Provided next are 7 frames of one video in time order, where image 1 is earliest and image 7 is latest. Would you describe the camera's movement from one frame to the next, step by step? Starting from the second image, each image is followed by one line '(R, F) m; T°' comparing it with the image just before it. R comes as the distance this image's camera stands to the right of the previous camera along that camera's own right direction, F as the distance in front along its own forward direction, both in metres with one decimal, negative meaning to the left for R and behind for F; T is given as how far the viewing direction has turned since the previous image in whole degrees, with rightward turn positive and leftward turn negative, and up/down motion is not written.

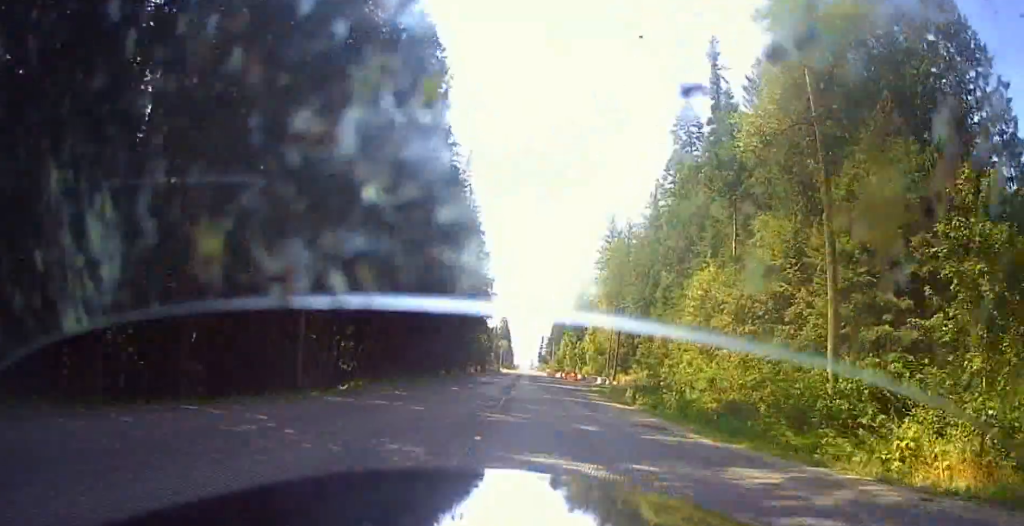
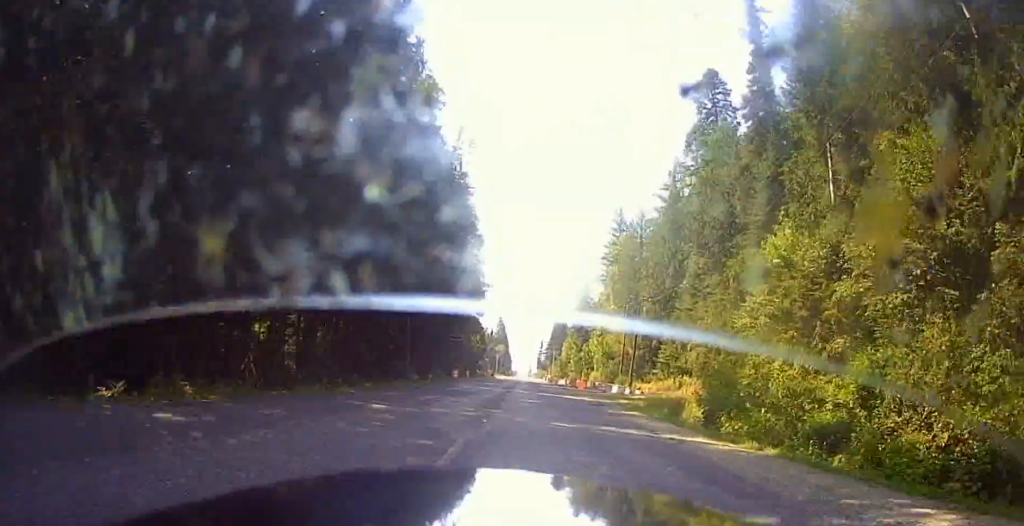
(+0.6, +15.2) m; 0°
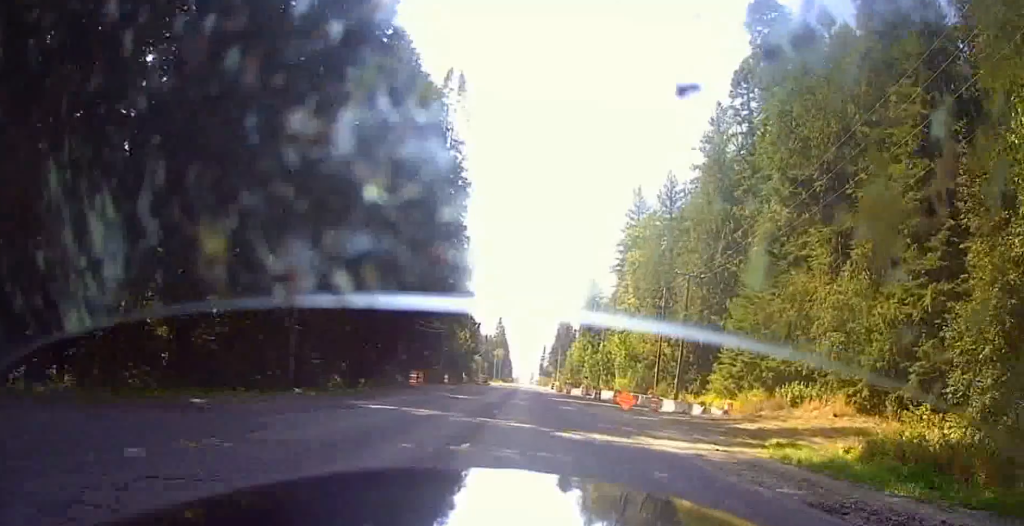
(-0.9, +22.4) m; -2°
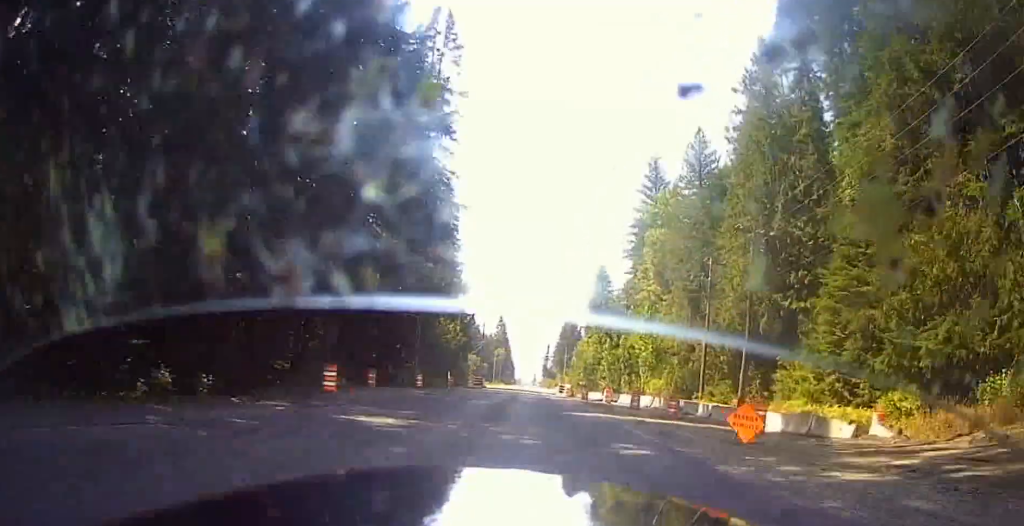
(0.0, +15.8) m; 0°
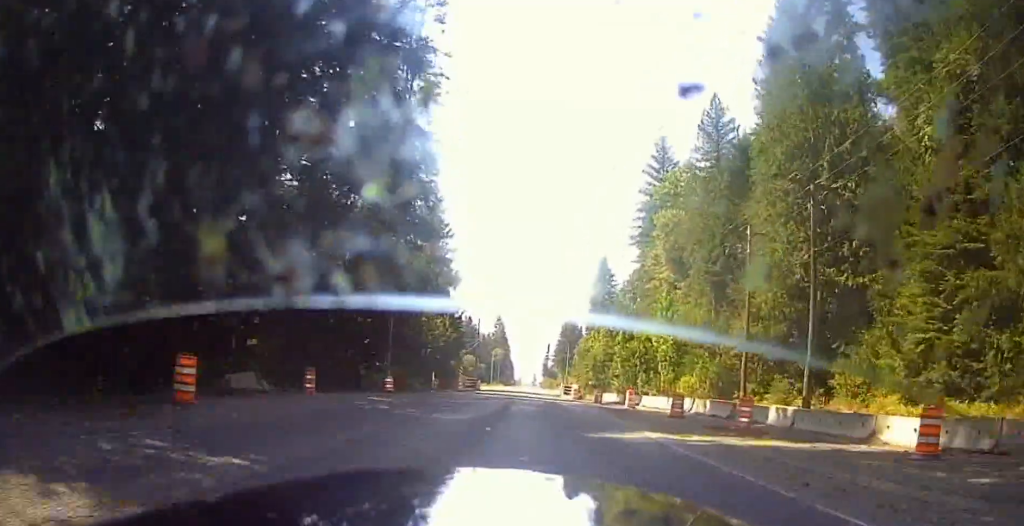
(0.0, +9.4) m; 0°
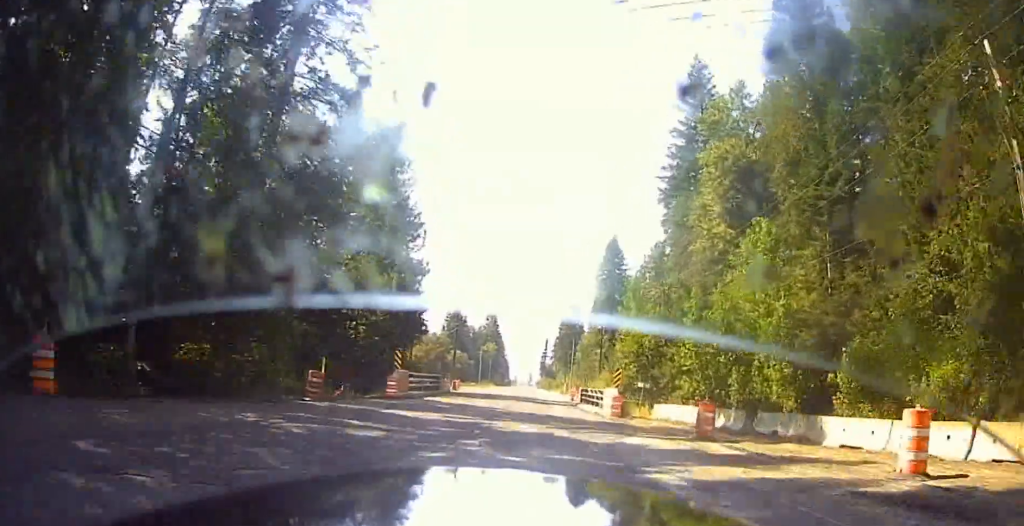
(+0.3, +26.9) m; +2°
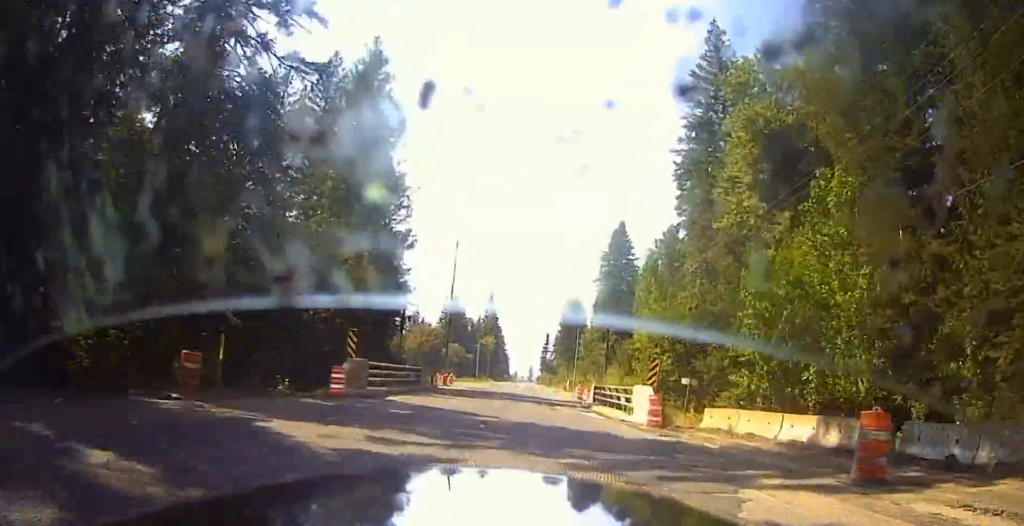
(+0.1, +8.8) m; +1°
